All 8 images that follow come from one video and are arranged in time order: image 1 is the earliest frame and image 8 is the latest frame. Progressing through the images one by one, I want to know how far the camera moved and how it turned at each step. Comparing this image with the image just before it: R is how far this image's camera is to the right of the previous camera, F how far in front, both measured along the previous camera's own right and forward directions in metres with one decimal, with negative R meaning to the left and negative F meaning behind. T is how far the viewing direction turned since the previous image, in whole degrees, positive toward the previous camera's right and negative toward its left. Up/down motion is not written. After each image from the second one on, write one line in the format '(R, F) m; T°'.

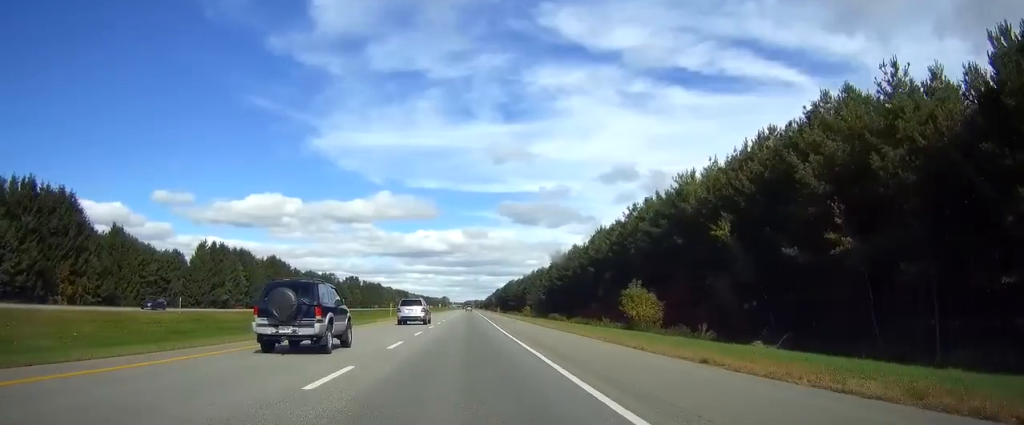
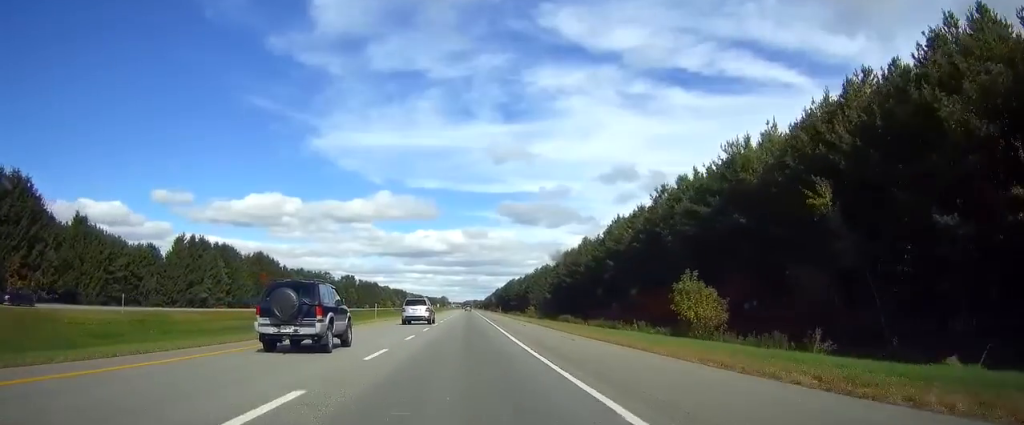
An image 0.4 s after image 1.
(0.0, +12.6) m; 0°
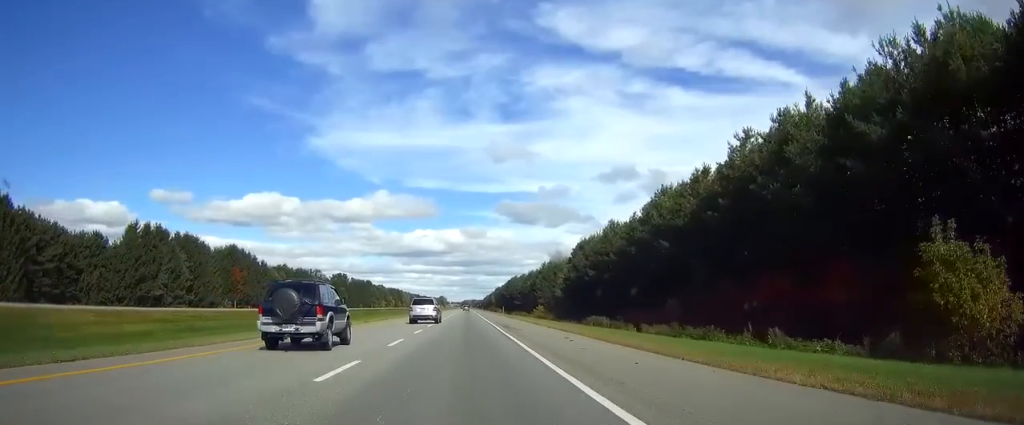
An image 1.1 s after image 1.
(0.0, +22.0) m; 0°
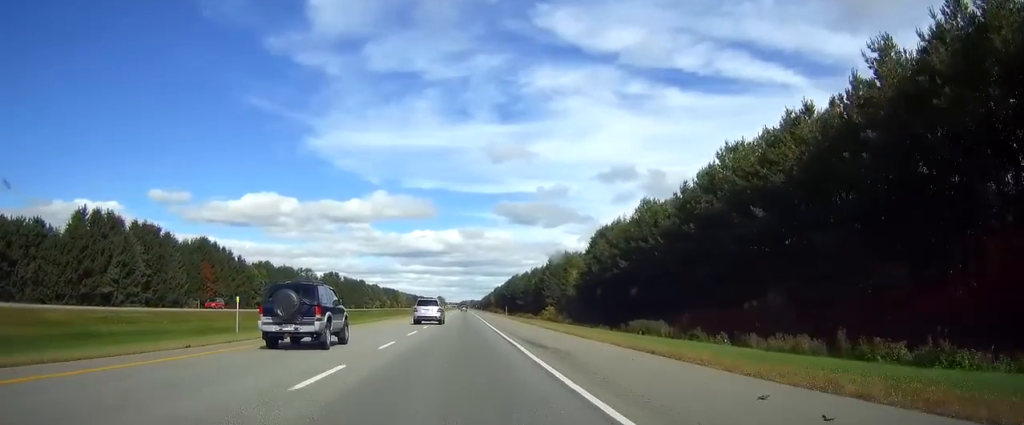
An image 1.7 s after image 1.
(-0.1, +18.9) m; 0°
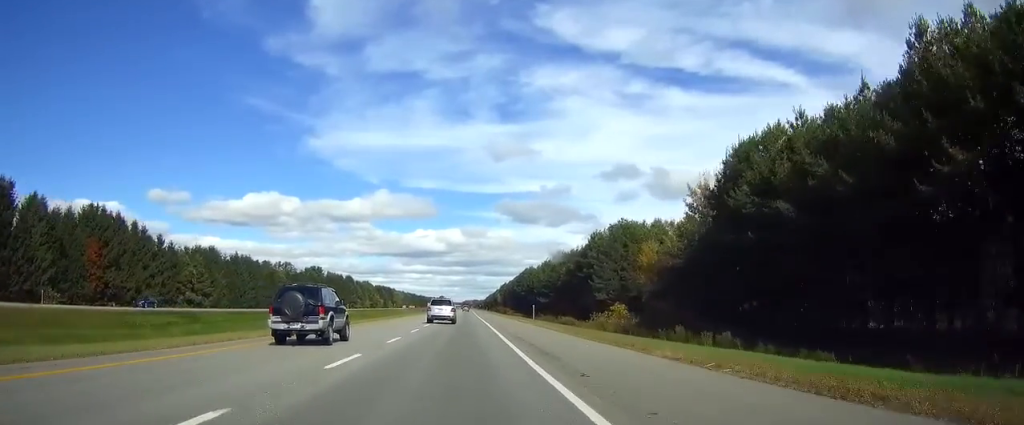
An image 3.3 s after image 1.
(0.0, +50.2) m; 0°
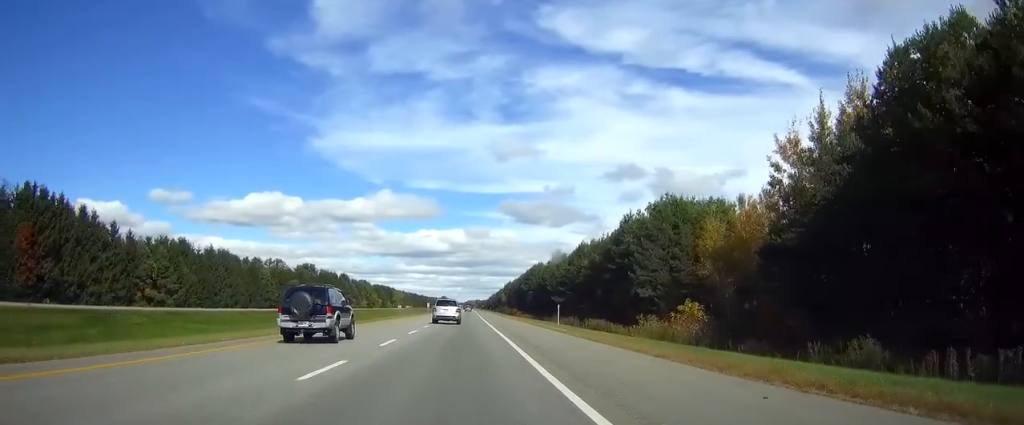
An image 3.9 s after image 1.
(0.0, +19.9) m; 0°
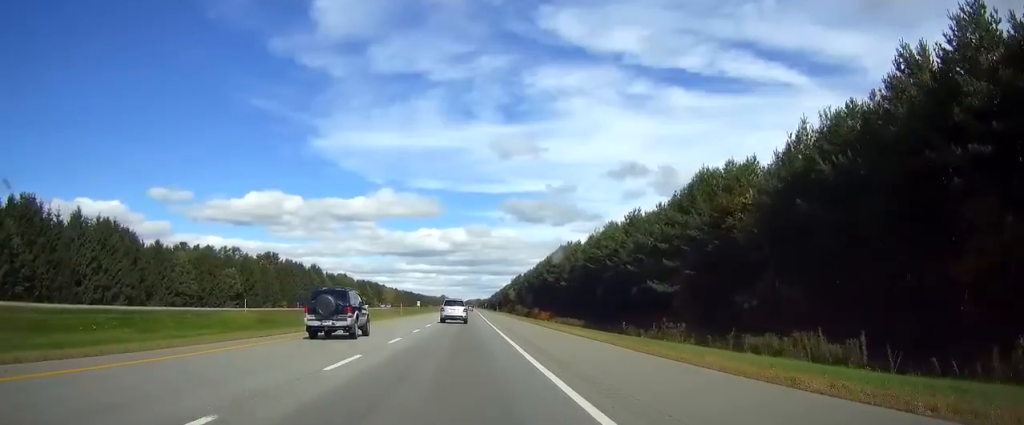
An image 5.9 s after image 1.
(-0.2, +60.6) m; 0°
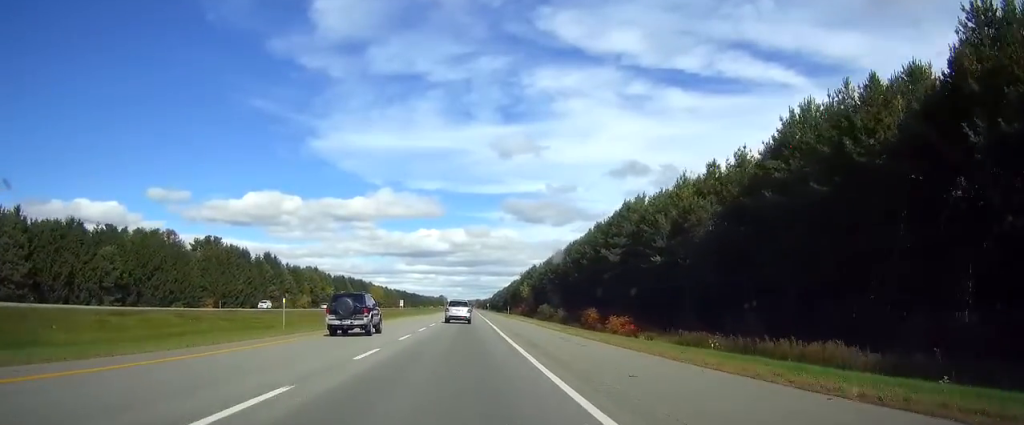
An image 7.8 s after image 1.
(+0.1, +59.5) m; 0°
